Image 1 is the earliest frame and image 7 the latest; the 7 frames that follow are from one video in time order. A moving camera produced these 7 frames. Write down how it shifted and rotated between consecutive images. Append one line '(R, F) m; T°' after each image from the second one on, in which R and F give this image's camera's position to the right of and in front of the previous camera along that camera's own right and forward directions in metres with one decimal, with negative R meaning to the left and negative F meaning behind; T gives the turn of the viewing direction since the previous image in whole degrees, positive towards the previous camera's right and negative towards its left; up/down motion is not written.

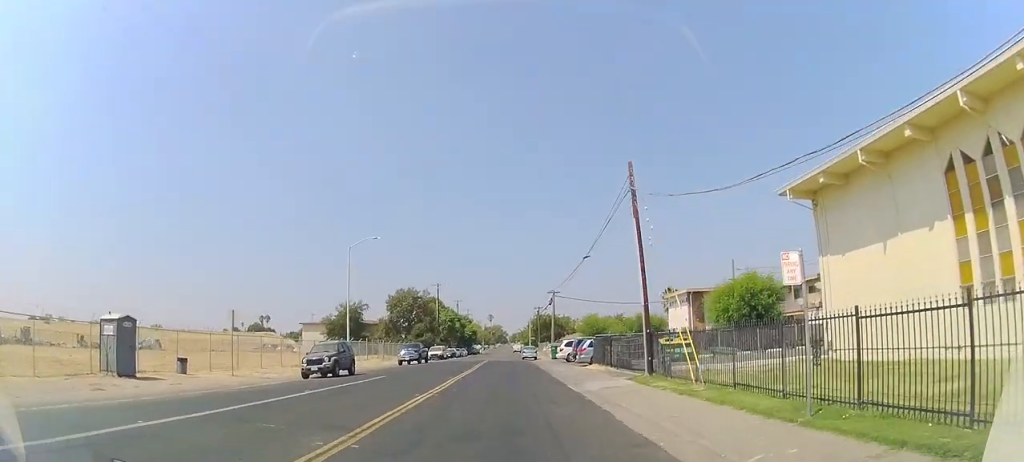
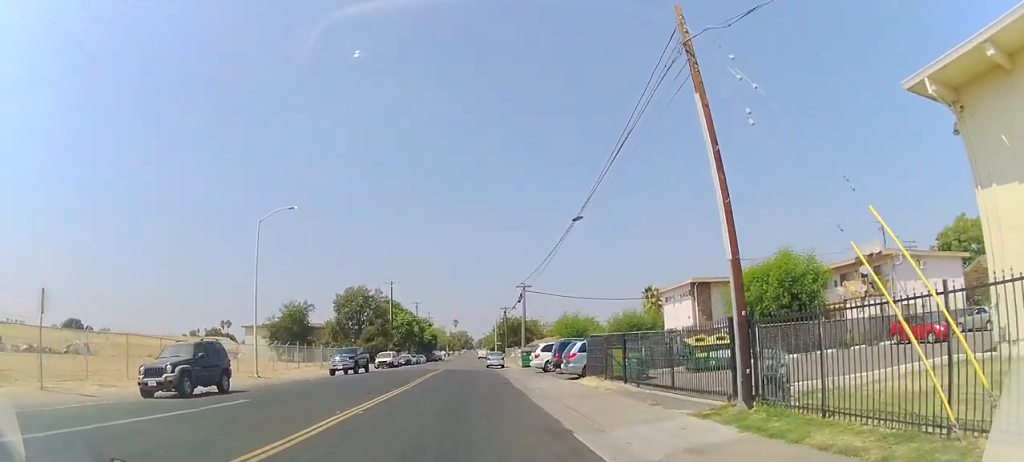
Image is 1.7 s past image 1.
(+0.6, +9.9) m; +2°
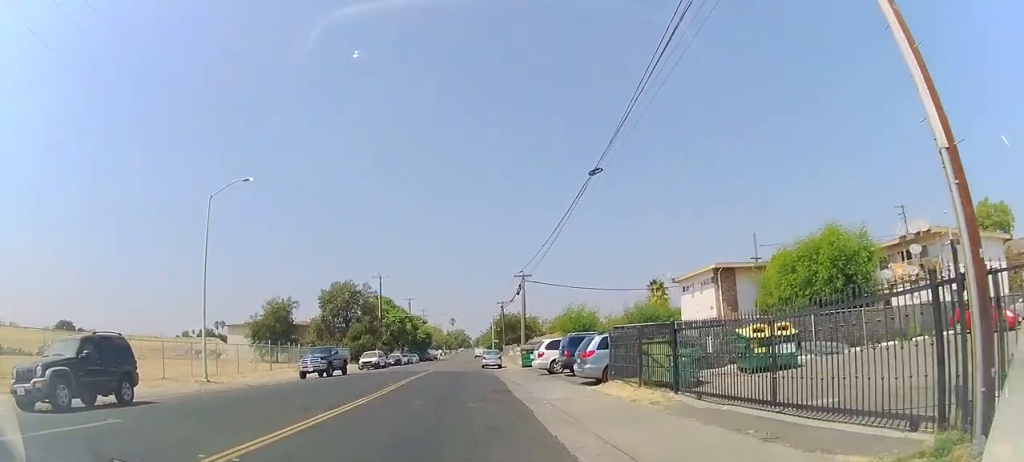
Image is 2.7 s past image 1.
(-0.4, +5.4) m; 0°
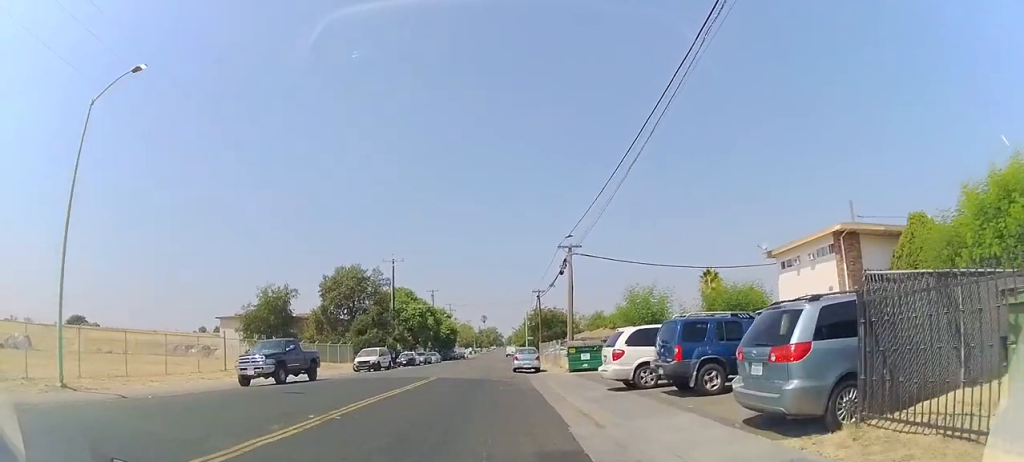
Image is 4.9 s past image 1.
(-0.2, +11.7) m; -6°
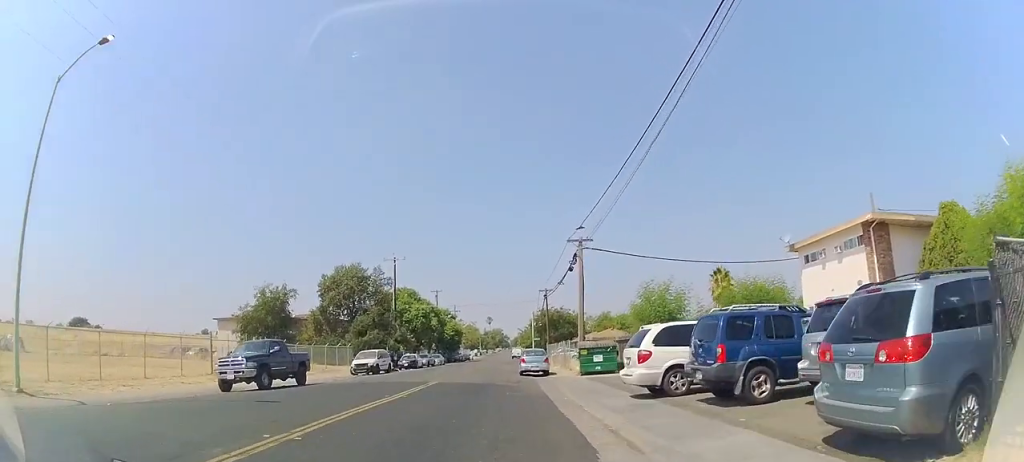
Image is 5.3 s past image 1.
(0.0, +2.2) m; 0°
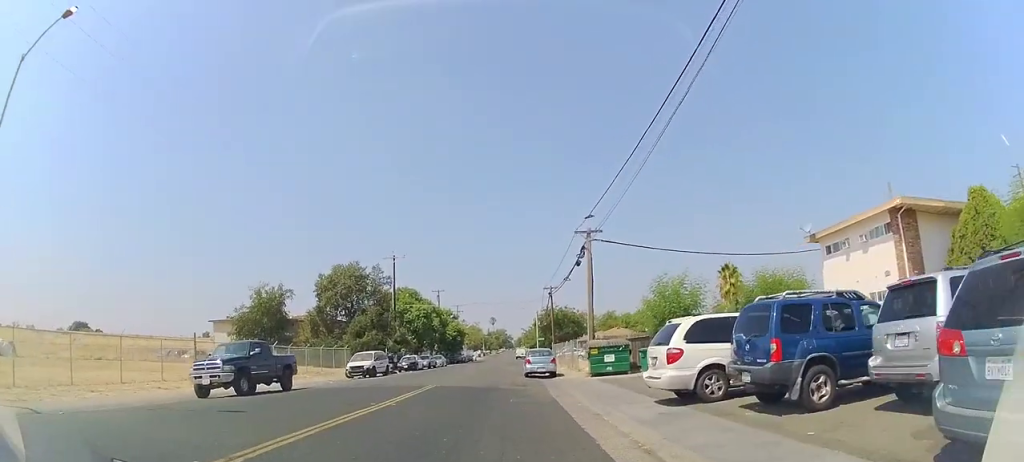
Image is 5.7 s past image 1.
(0.0, +2.0) m; +1°
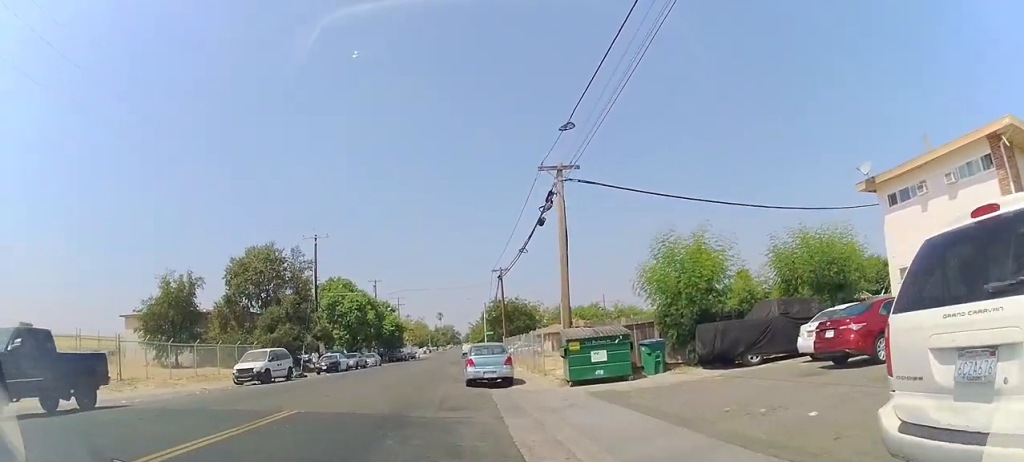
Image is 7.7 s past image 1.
(+0.9, +9.4) m; +7°
